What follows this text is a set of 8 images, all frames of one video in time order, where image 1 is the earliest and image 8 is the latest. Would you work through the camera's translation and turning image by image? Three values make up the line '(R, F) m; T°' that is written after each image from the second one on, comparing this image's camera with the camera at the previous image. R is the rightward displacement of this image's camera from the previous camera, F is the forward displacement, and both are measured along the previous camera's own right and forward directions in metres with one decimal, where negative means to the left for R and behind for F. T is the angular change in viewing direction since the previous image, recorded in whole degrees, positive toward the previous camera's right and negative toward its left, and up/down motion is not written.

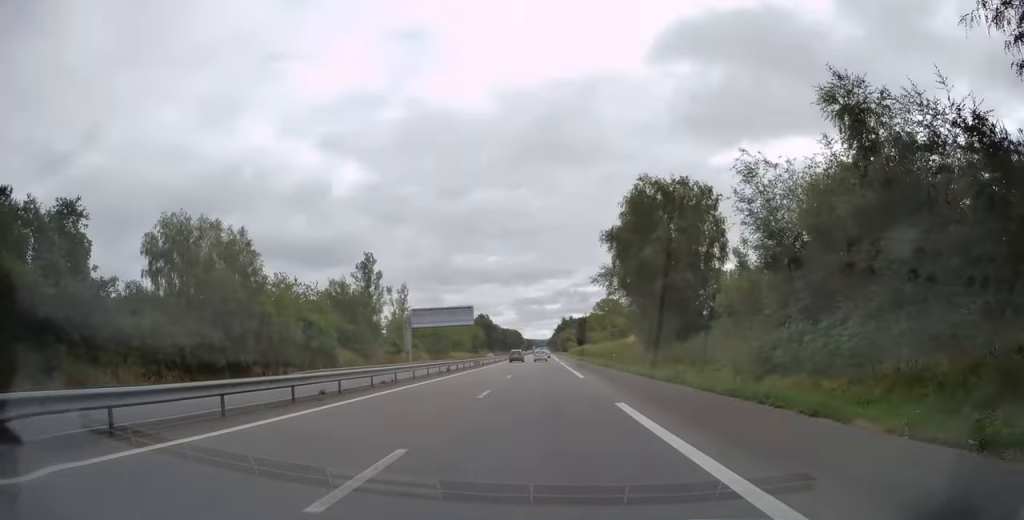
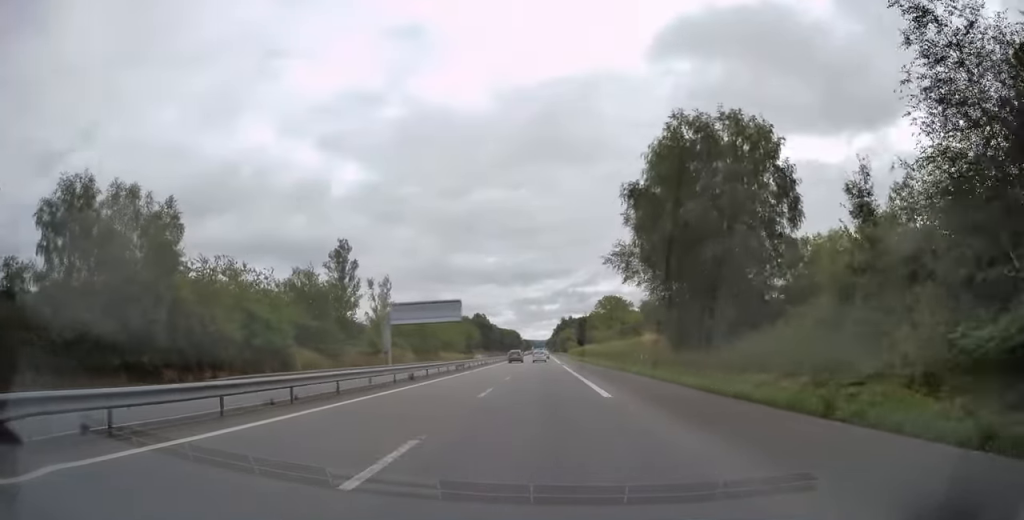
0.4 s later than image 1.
(0.0, +12.1) m; 0°
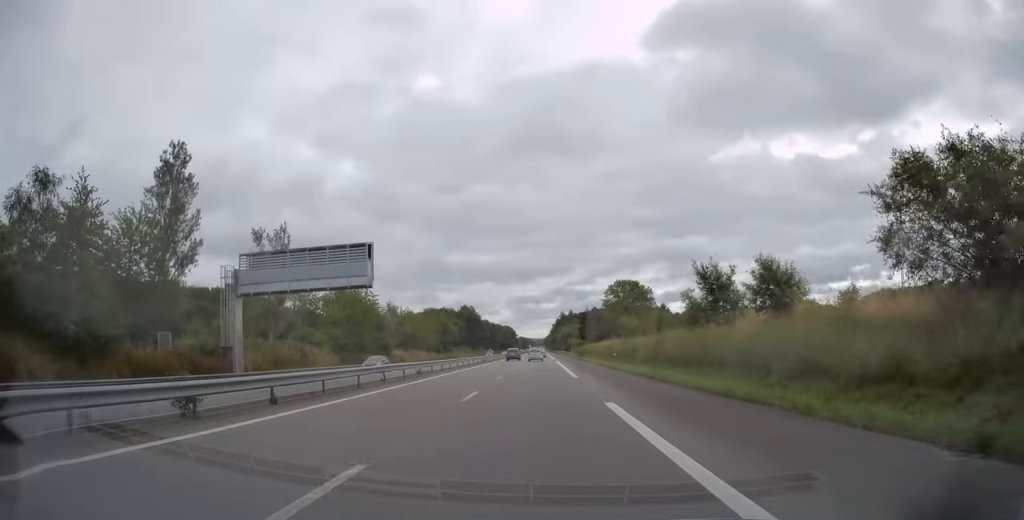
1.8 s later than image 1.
(0.0, +40.9) m; +1°
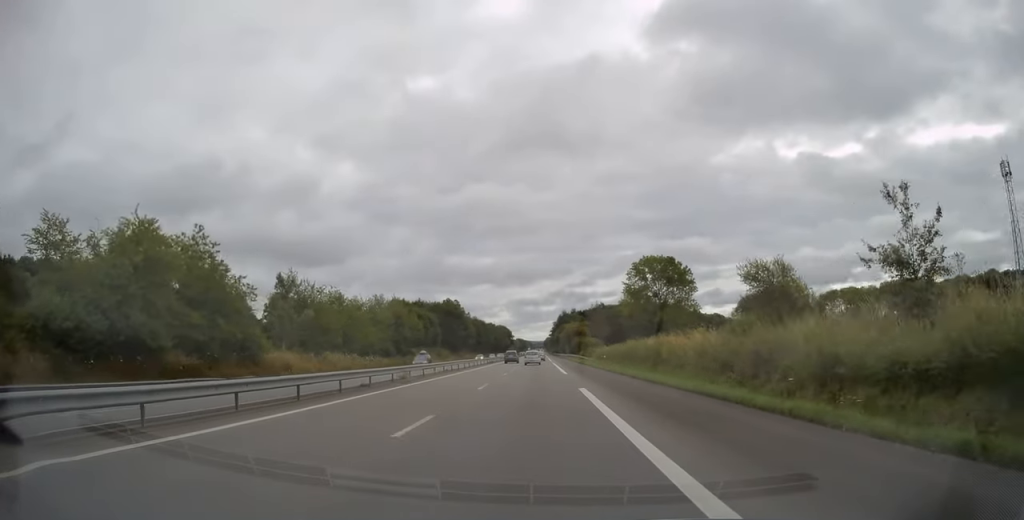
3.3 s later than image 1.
(+0.4, +45.3) m; 0°
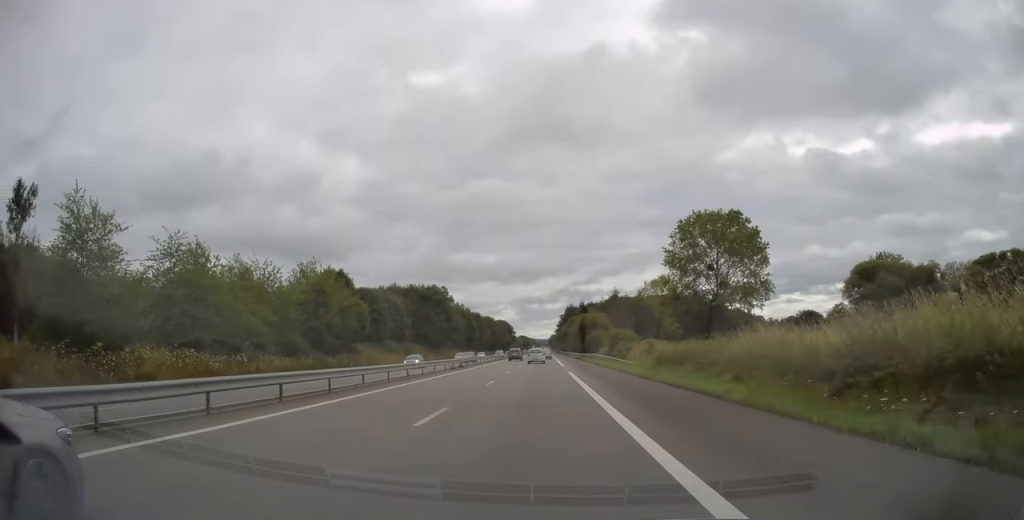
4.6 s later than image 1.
(0.0, +37.3) m; 0°
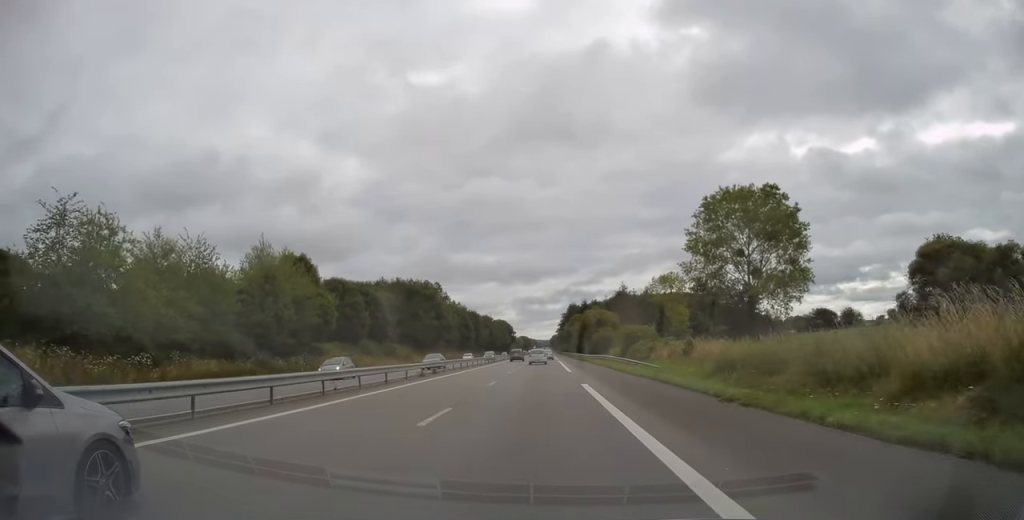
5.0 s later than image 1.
(0.0, +12.7) m; 0°
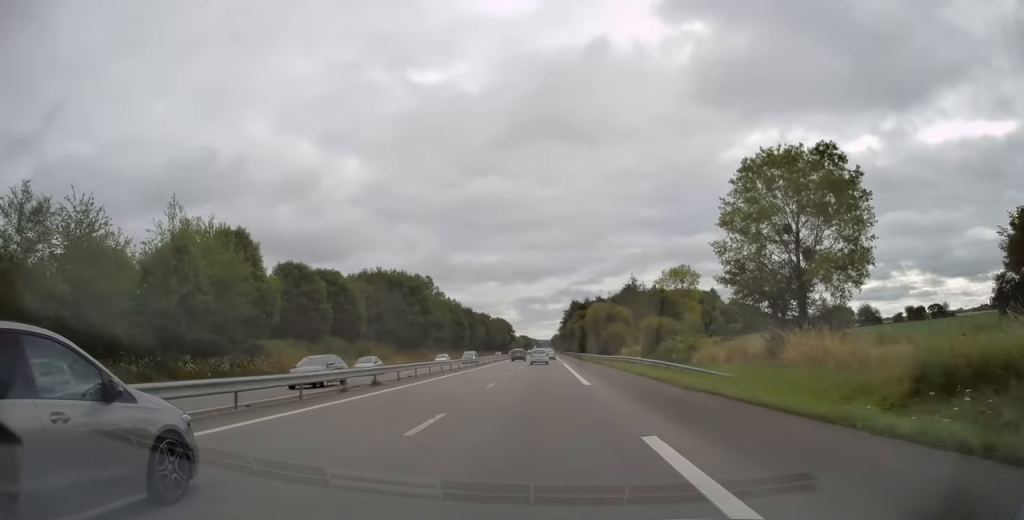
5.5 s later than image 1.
(0.0, +14.2) m; 0°
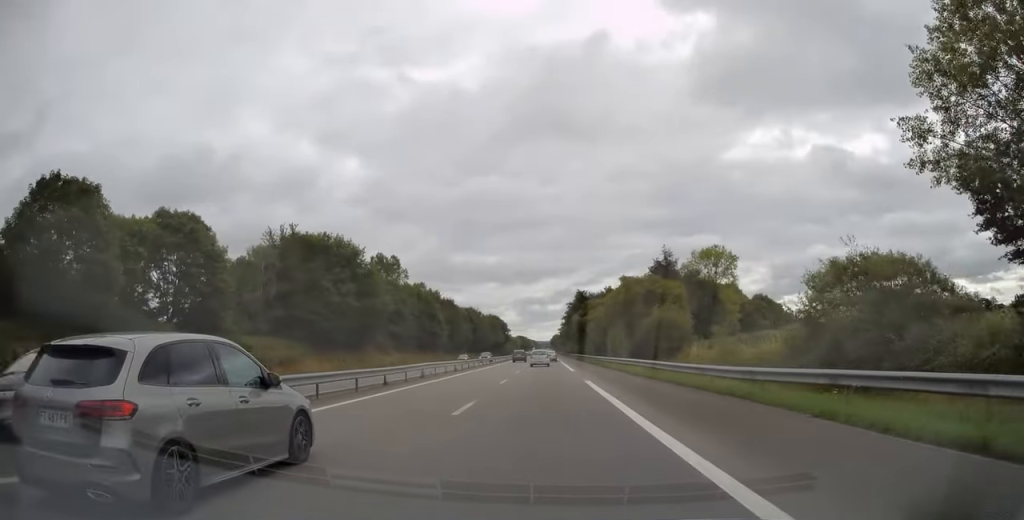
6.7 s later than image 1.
(0.0, +35.1) m; 0°
